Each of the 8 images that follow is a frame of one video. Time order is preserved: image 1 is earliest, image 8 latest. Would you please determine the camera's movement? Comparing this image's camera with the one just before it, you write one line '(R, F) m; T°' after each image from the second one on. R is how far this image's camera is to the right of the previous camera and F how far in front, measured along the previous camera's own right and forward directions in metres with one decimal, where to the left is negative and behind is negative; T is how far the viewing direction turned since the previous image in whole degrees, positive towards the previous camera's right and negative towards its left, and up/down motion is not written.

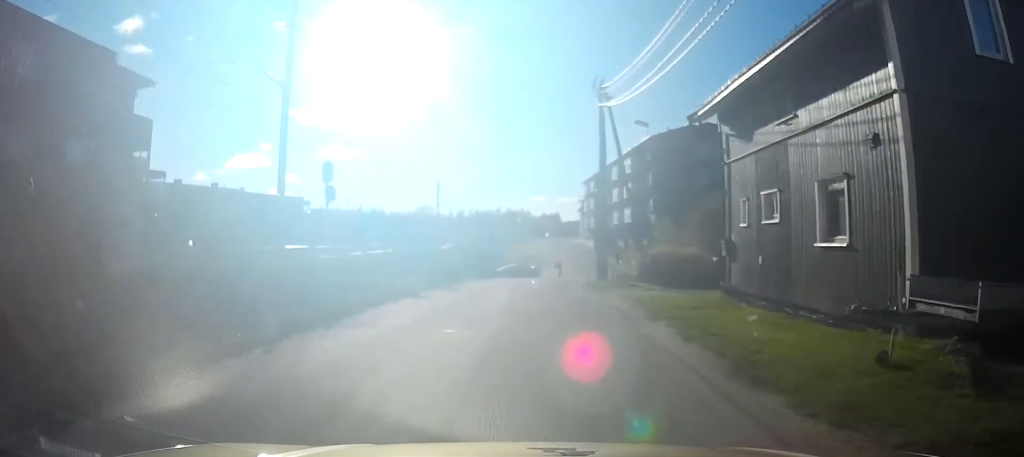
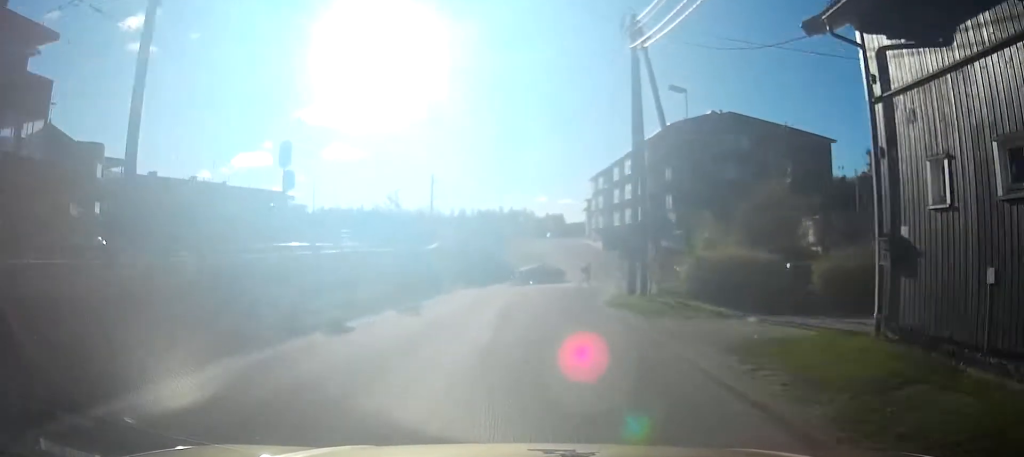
(0.0, +8.1) m; +1°
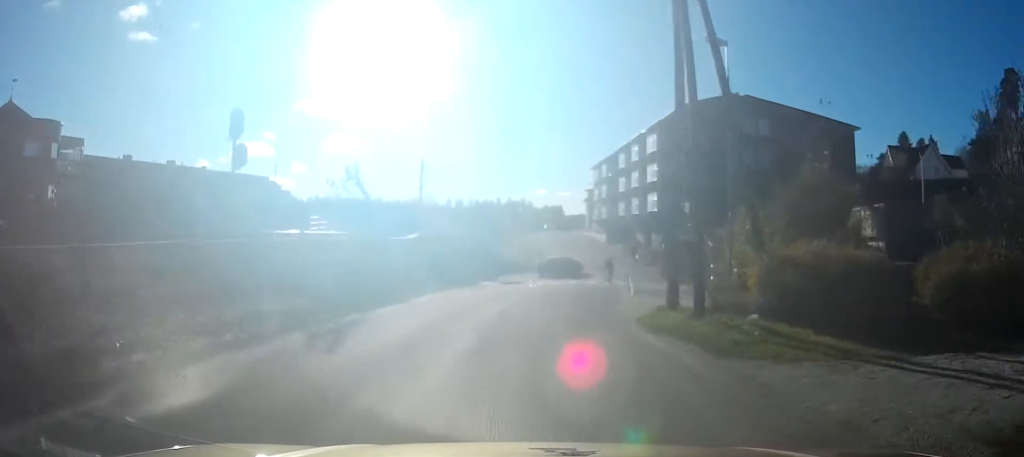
(0.0, +6.5) m; +1°
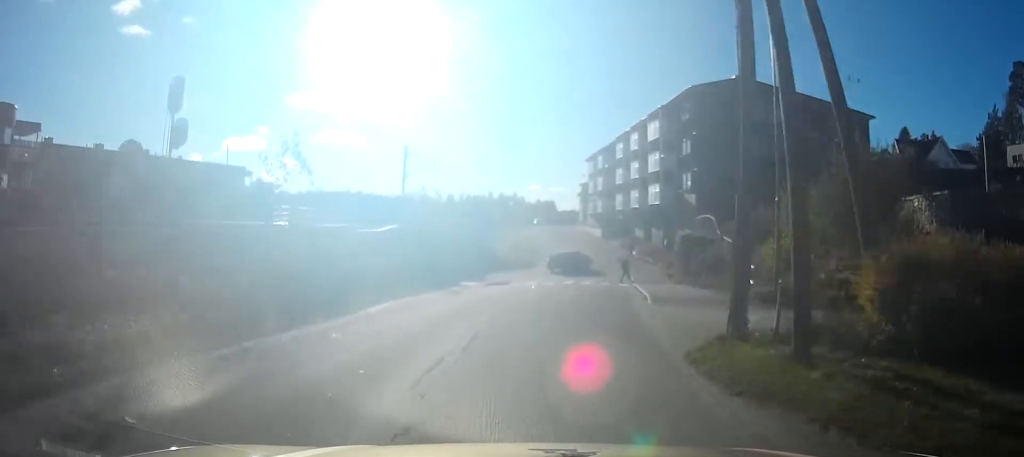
(+0.2, +5.2) m; +1°
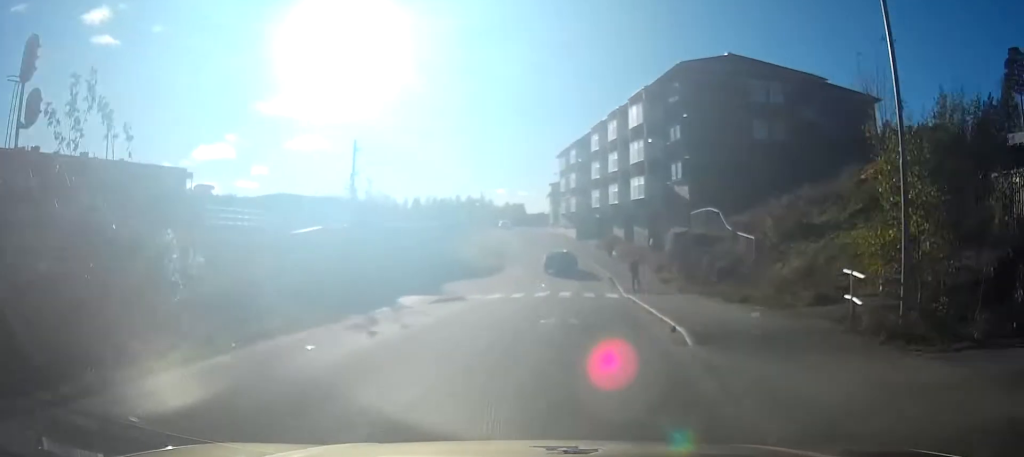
(0.0, +8.6) m; +2°
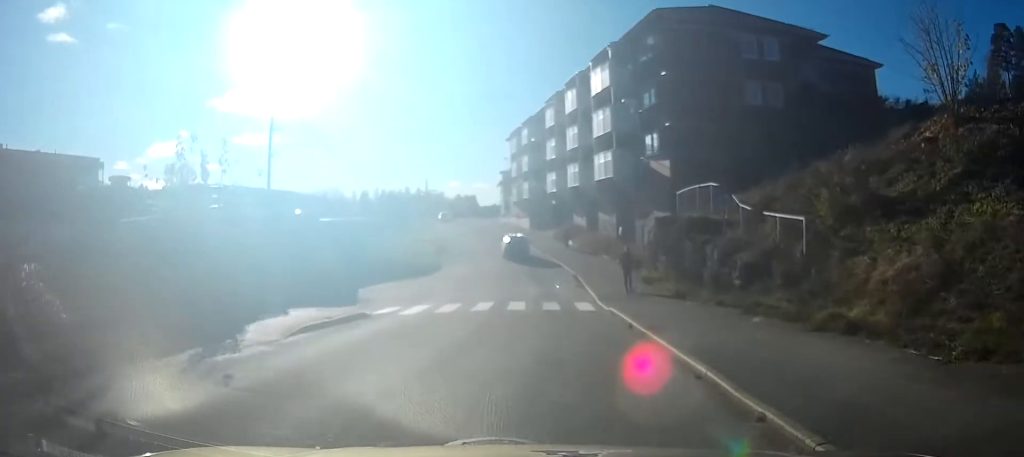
(+0.4, +9.7) m; +3°
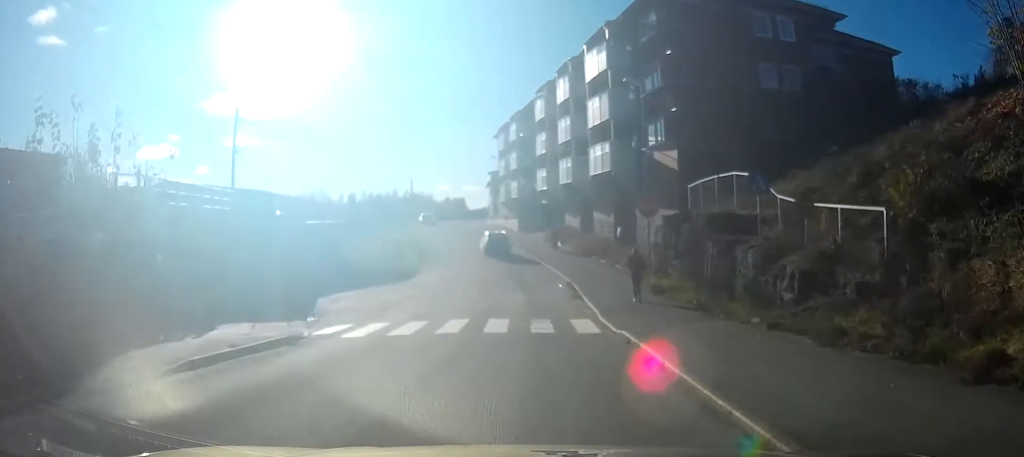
(0.0, +5.2) m; +1°
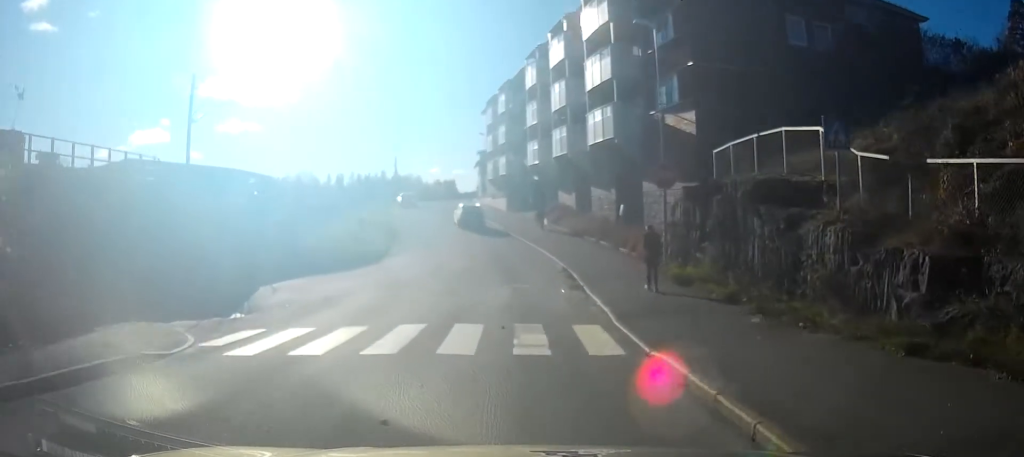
(0.0, +5.8) m; +1°
